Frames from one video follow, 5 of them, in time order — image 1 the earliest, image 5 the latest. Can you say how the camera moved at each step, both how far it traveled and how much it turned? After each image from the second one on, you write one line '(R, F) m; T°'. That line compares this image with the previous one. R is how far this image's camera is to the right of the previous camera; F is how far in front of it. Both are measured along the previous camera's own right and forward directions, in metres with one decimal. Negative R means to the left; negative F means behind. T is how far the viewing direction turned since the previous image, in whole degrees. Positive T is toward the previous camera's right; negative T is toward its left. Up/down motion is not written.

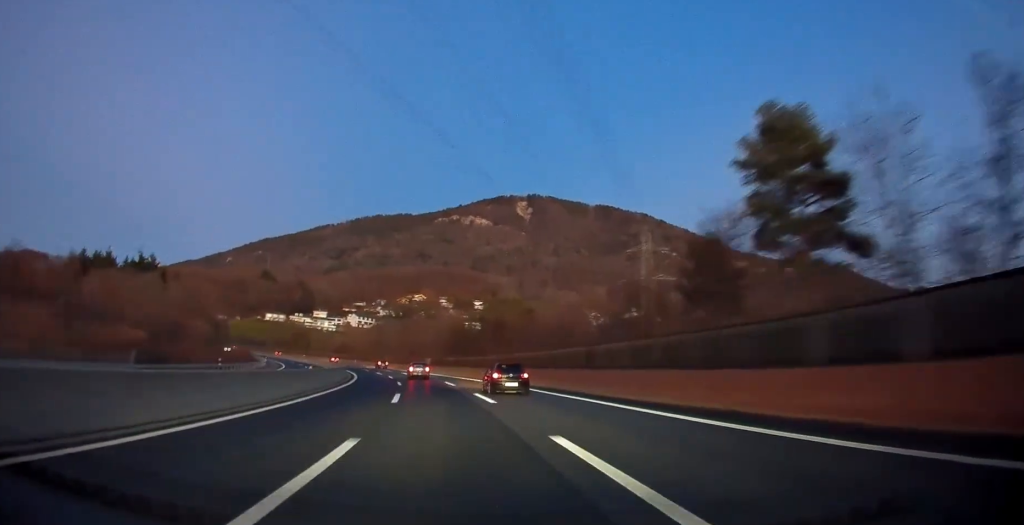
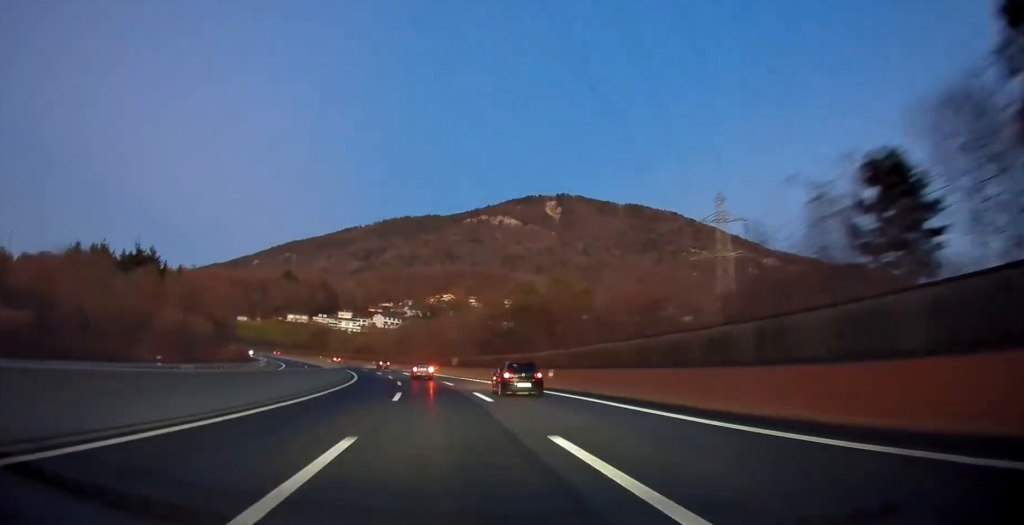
(-0.2, +16.7) m; -3°
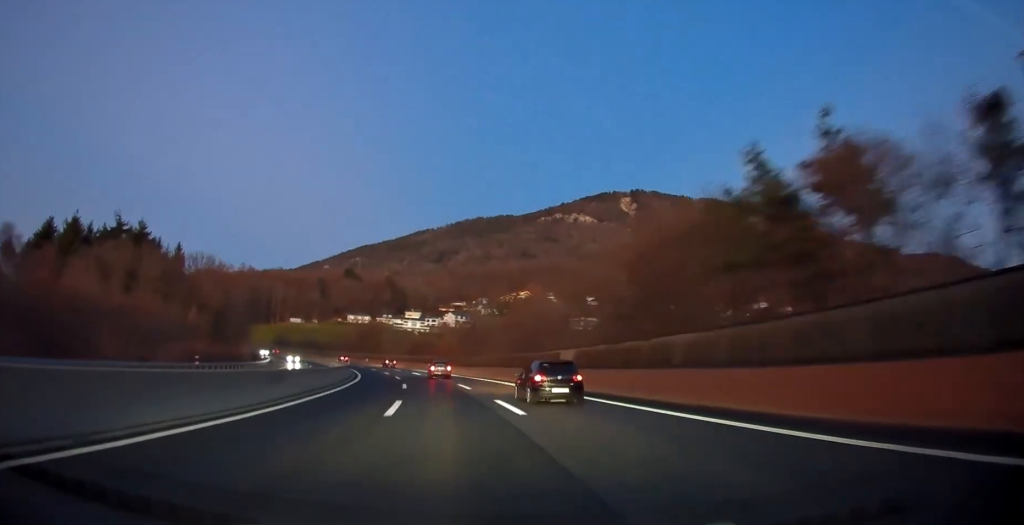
(-2.5, +41.0) m; -7°
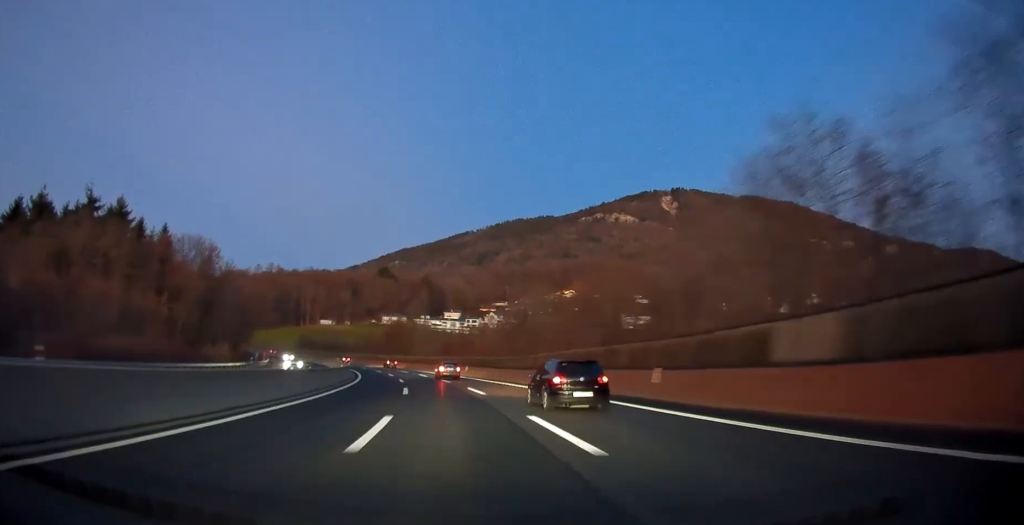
(-0.5, +24.5) m; -4°
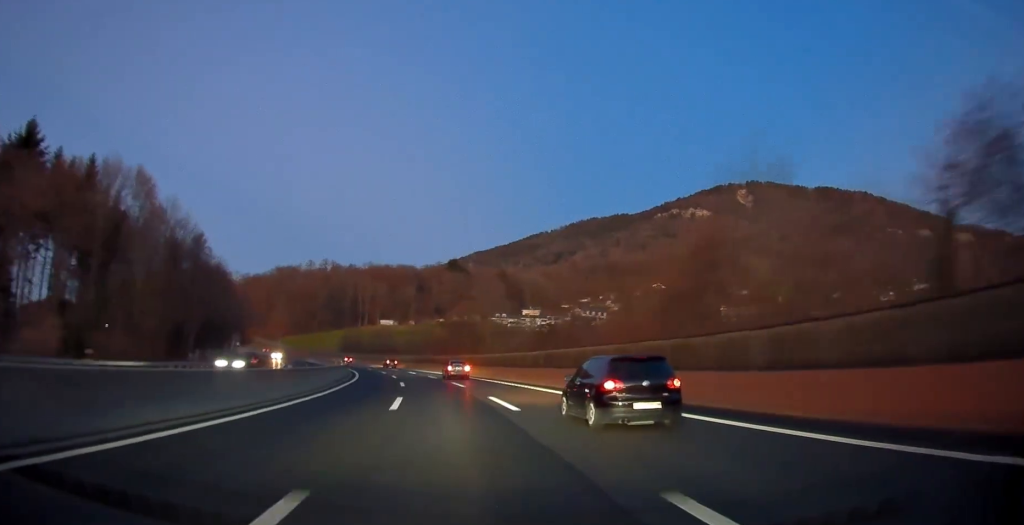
(-2.9, +46.1) m; -7°
